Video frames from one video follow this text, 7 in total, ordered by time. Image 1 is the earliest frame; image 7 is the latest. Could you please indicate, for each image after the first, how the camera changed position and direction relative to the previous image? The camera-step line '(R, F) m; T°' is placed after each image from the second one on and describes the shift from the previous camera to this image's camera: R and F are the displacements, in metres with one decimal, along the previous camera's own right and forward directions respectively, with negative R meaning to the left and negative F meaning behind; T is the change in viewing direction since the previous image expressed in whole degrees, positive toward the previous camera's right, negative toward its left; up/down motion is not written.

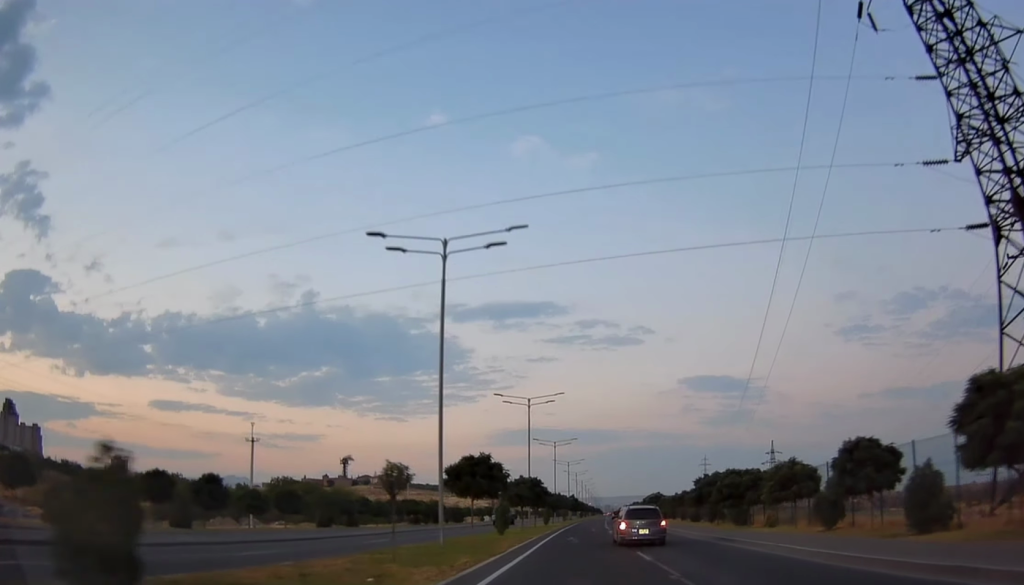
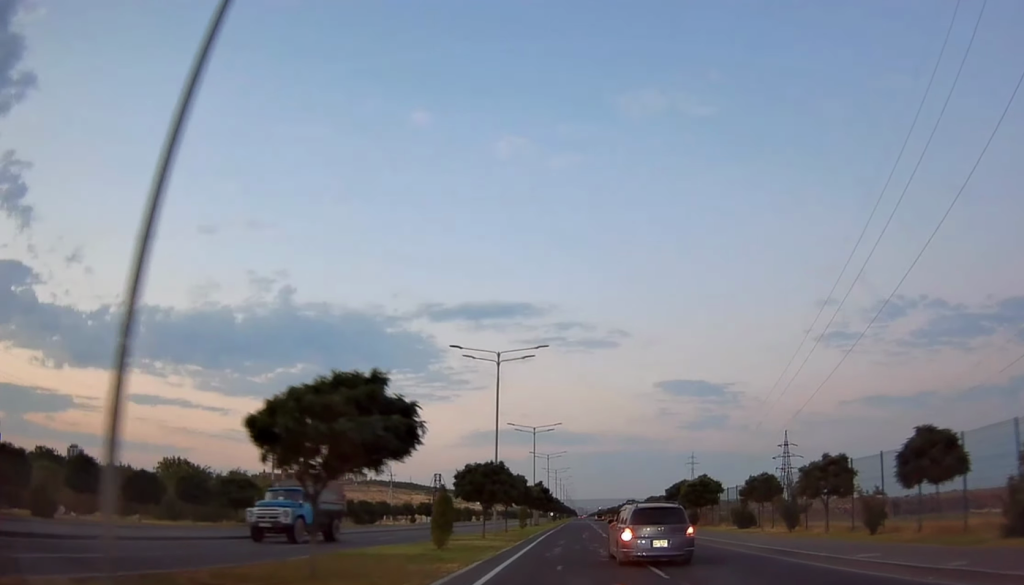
(+1.9, +43.6) m; +3°
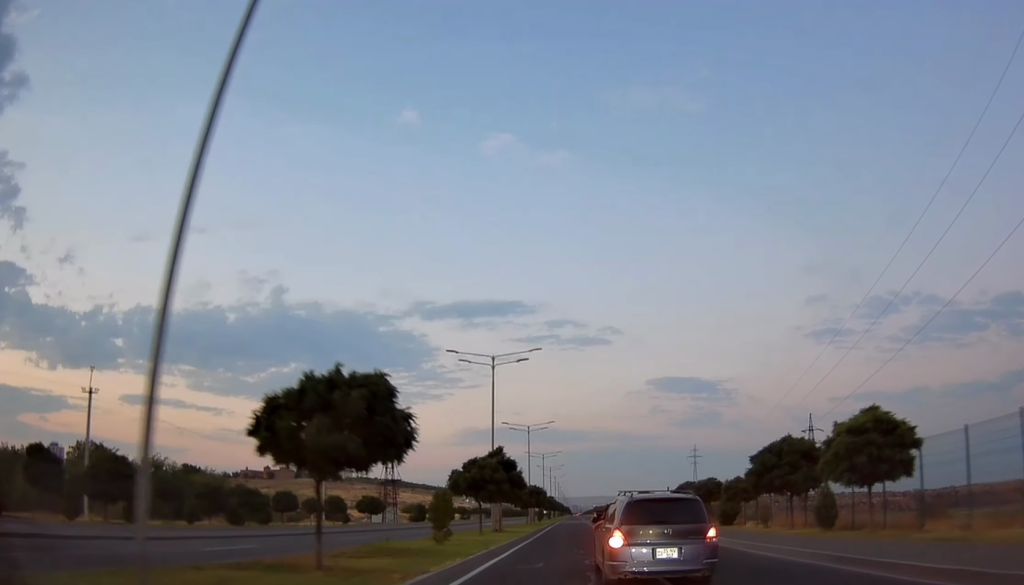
(-0.1, +28.7) m; +1°
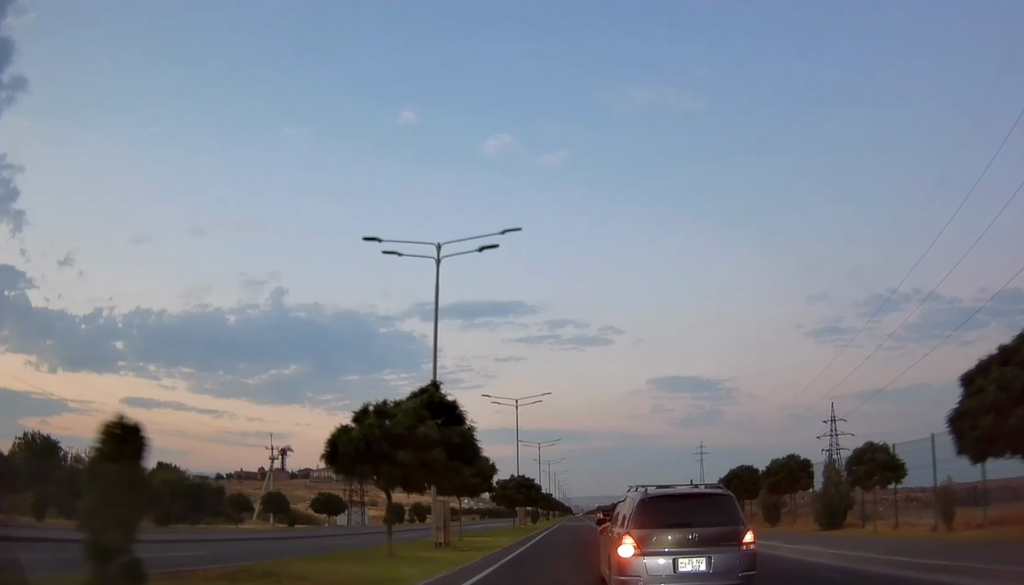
(+0.2, +16.2) m; +1°
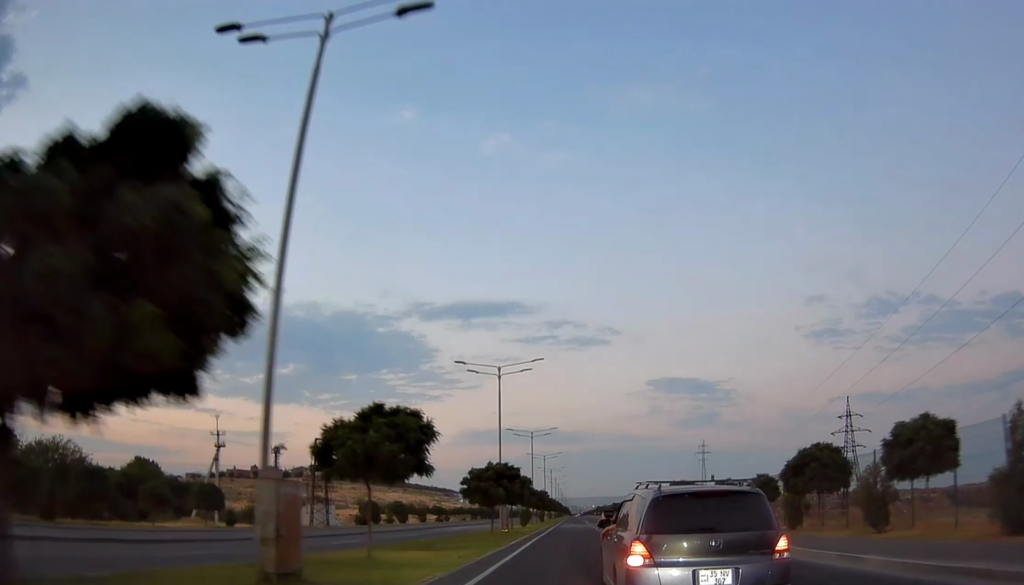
(+0.1, +11.6) m; 0°
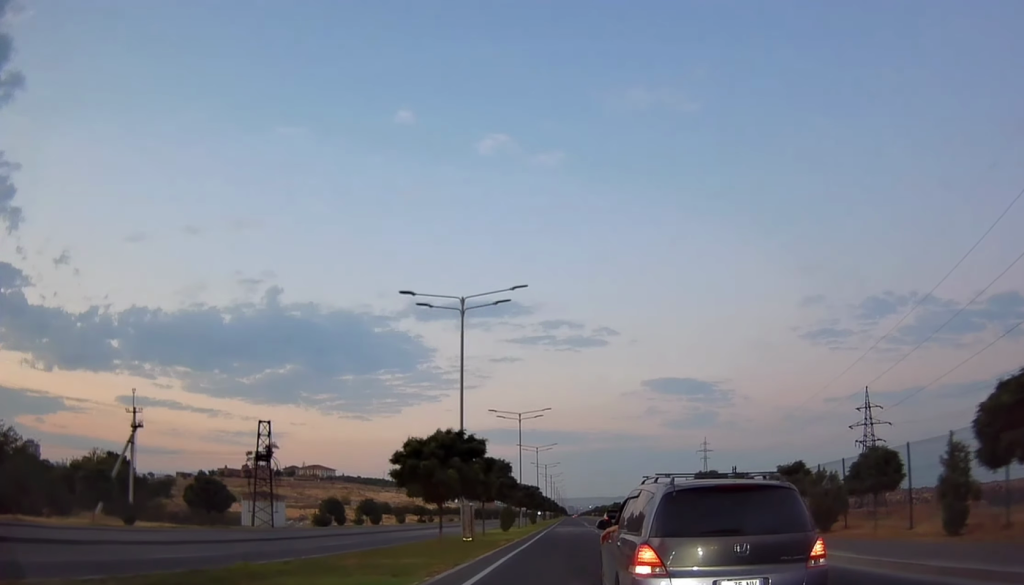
(0.0, +13.3) m; 0°
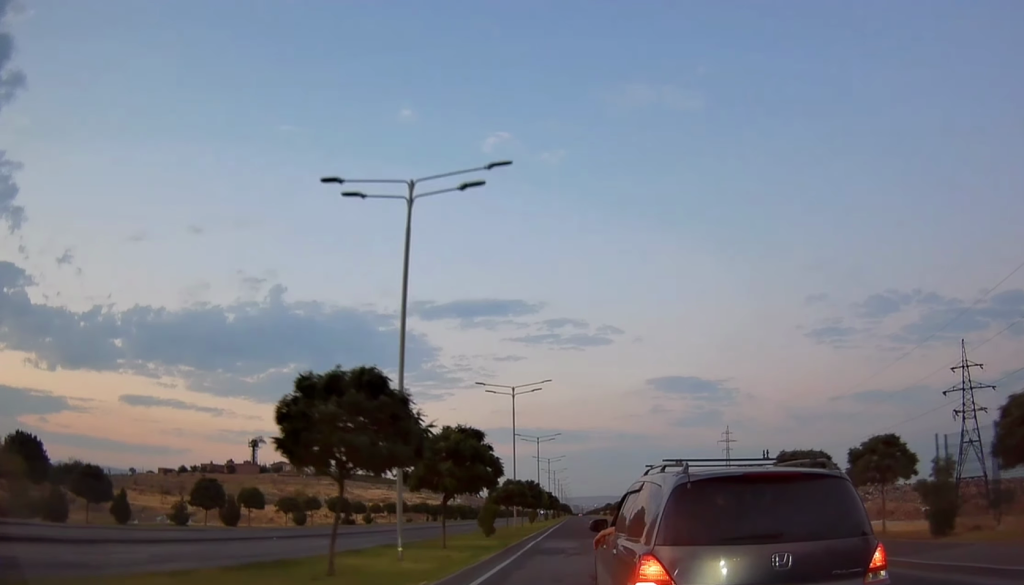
(-0.2, +41.5) m; -1°
